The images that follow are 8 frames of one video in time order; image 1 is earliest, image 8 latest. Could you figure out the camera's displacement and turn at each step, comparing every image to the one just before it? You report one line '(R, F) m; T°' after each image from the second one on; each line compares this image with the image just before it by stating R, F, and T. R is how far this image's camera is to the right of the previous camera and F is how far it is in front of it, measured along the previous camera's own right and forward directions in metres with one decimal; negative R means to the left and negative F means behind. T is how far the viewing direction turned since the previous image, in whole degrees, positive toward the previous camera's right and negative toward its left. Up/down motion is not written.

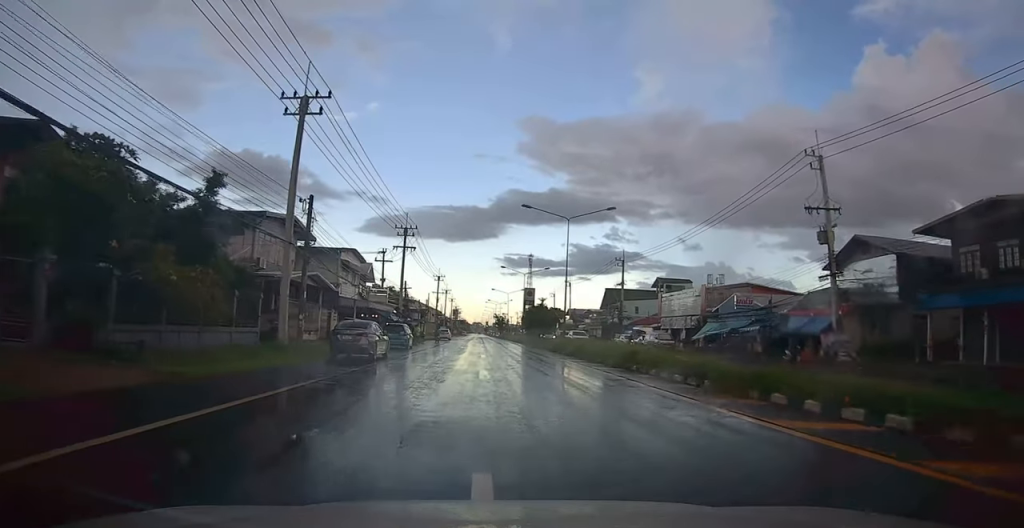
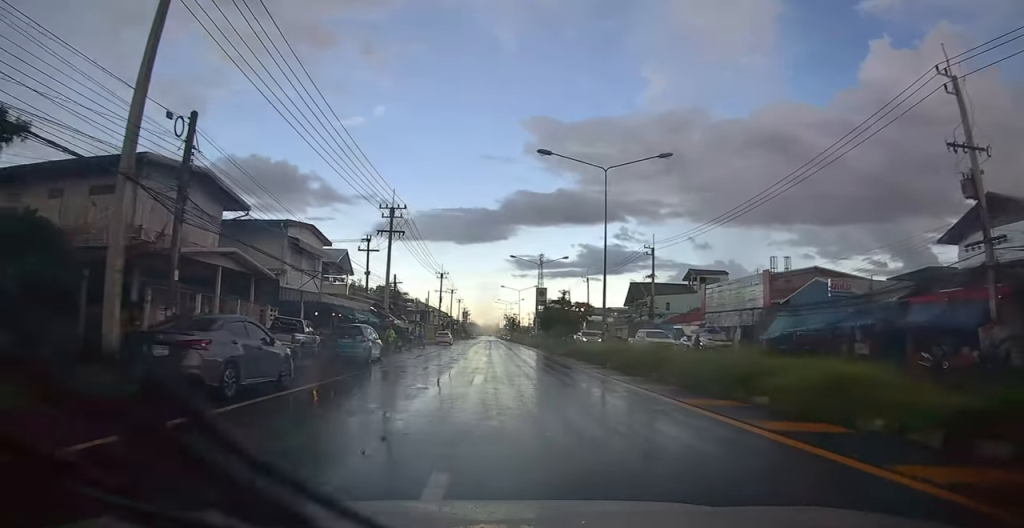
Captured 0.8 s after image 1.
(-0.1, +12.0) m; -2°
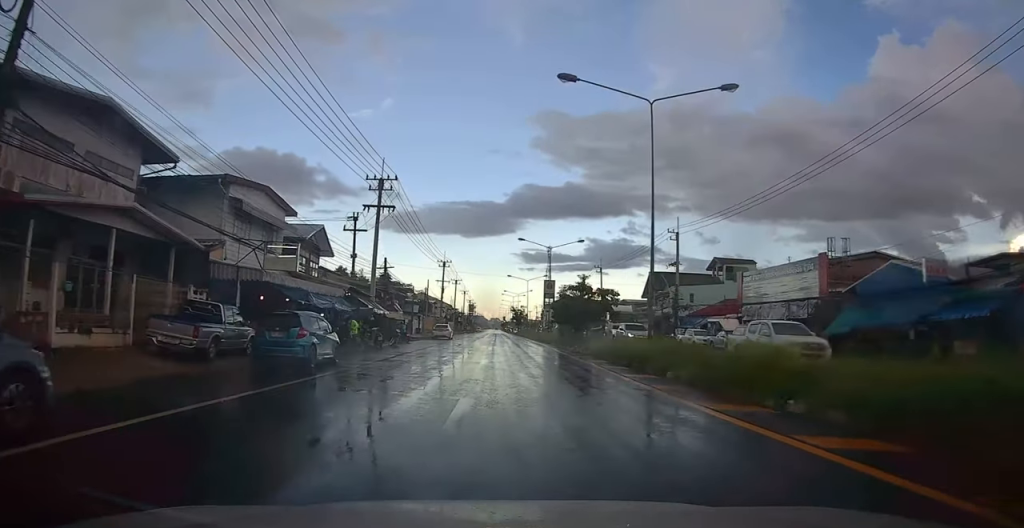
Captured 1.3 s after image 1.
(-0.2, +7.5) m; -2°
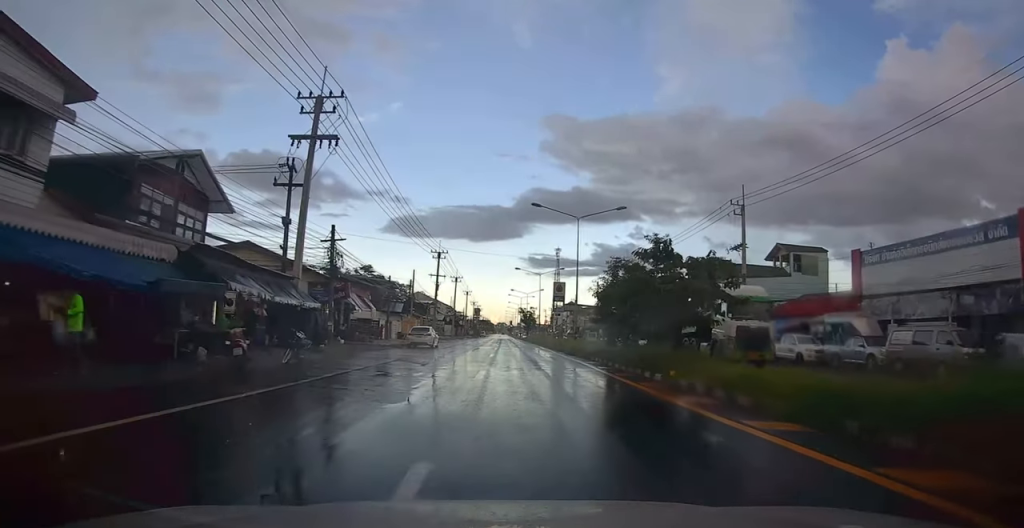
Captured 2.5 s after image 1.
(-0.1, +16.7) m; -1°
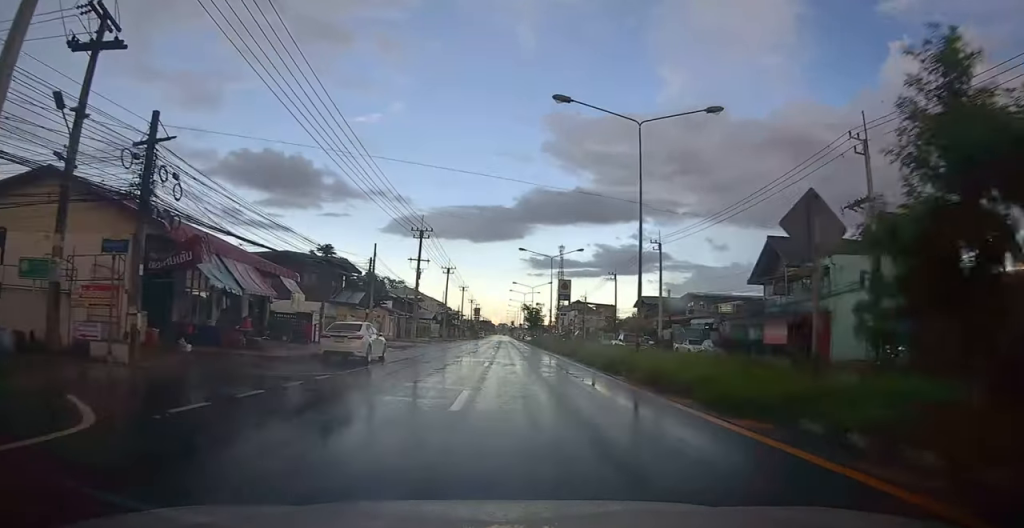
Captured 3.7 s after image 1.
(0.0, +18.0) m; 0°
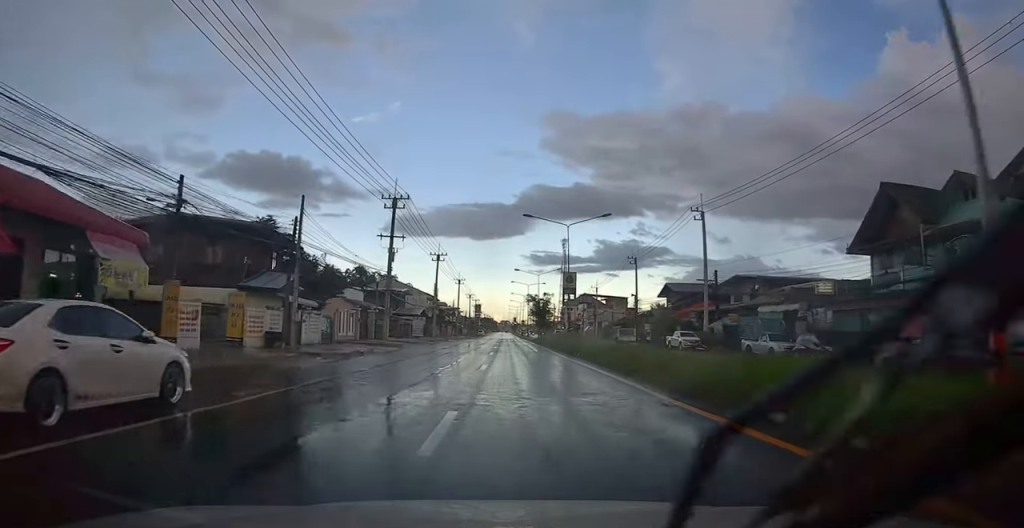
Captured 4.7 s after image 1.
(0.0, +15.2) m; 0°
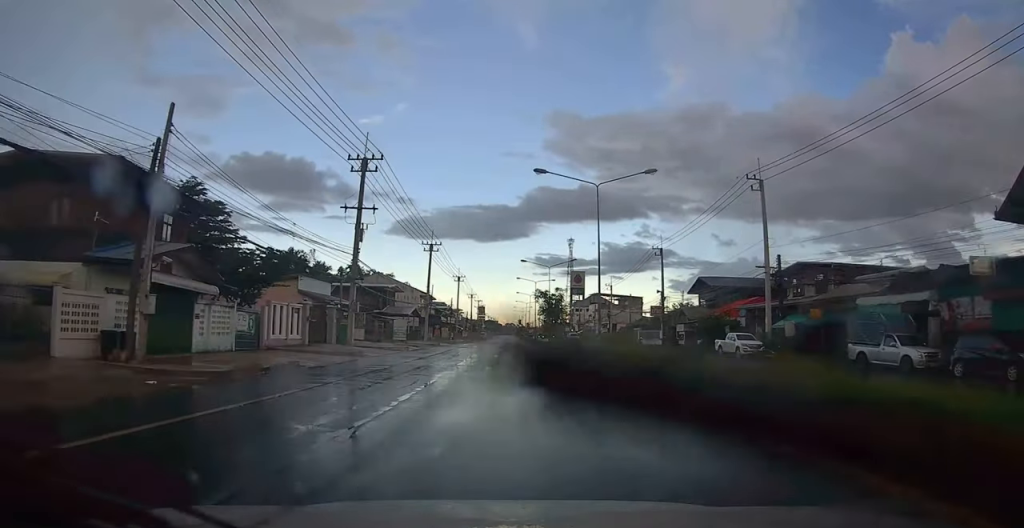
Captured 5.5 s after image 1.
(0.0, +12.0) m; 0°
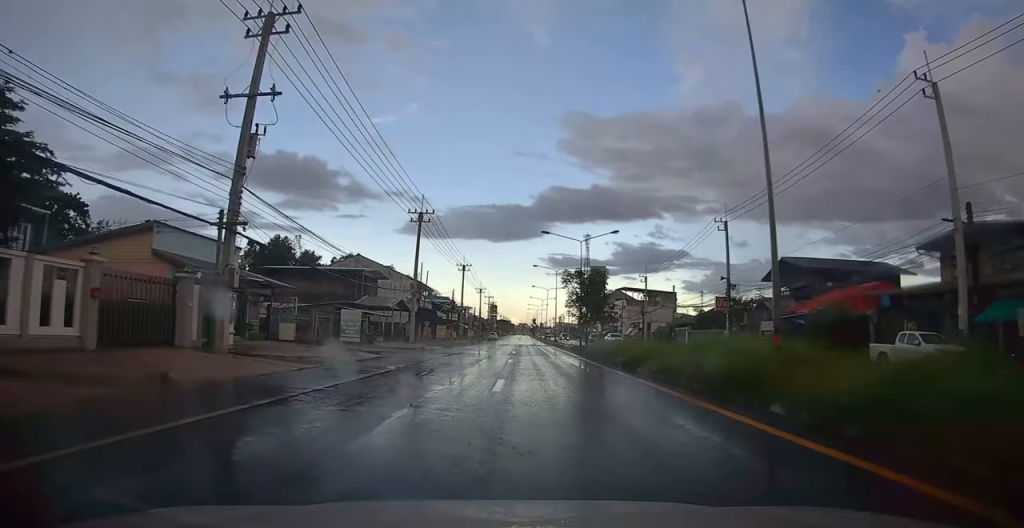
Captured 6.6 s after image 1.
(-0.1, +18.1) m; 0°
